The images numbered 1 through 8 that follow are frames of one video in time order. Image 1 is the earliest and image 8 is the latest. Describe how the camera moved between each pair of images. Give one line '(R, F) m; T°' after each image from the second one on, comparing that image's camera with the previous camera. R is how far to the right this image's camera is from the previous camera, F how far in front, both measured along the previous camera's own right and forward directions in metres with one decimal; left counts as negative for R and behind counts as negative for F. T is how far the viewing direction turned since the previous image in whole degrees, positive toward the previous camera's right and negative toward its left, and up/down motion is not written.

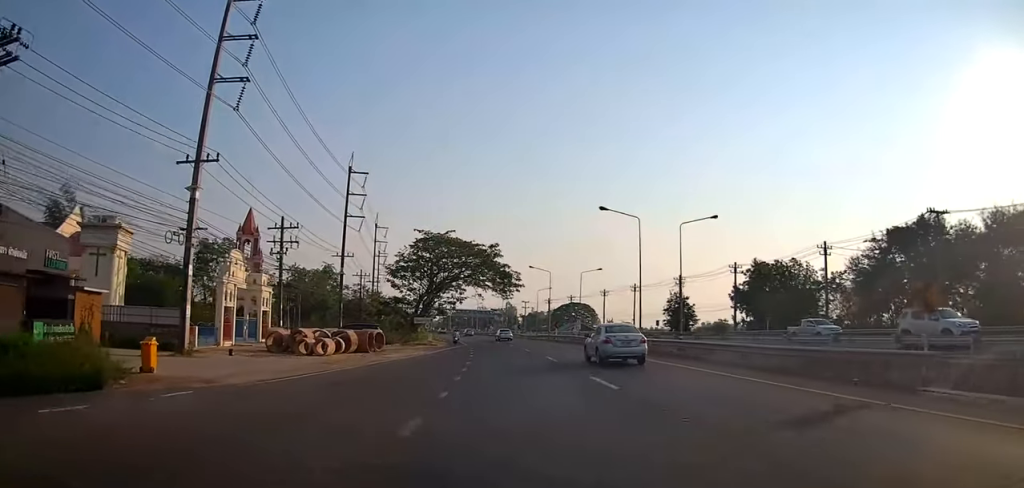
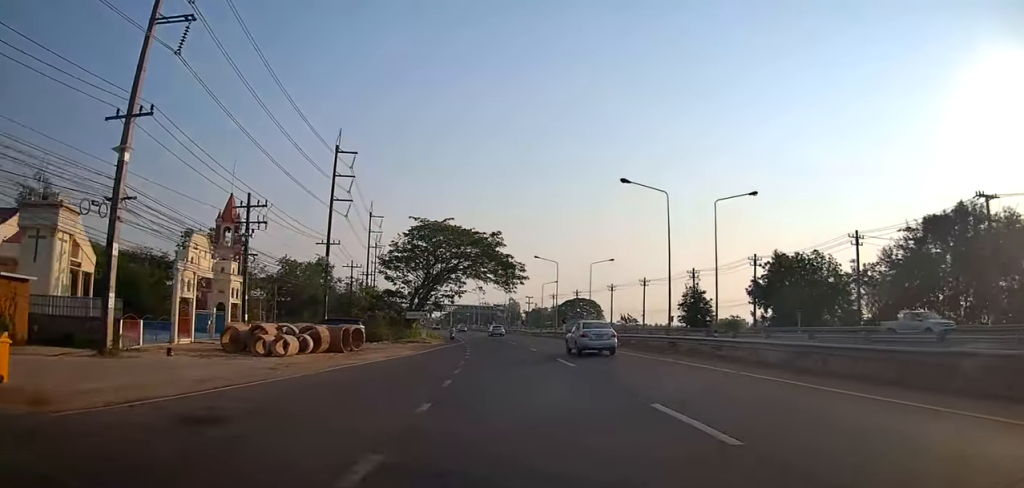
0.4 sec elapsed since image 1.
(-0.2, +6.4) m; -1°
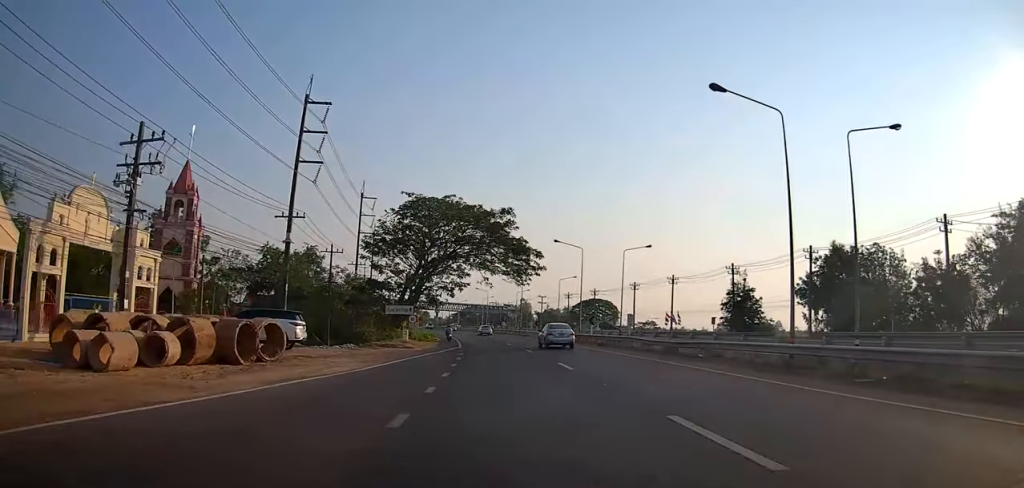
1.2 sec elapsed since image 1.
(-0.4, +13.3) m; -2°
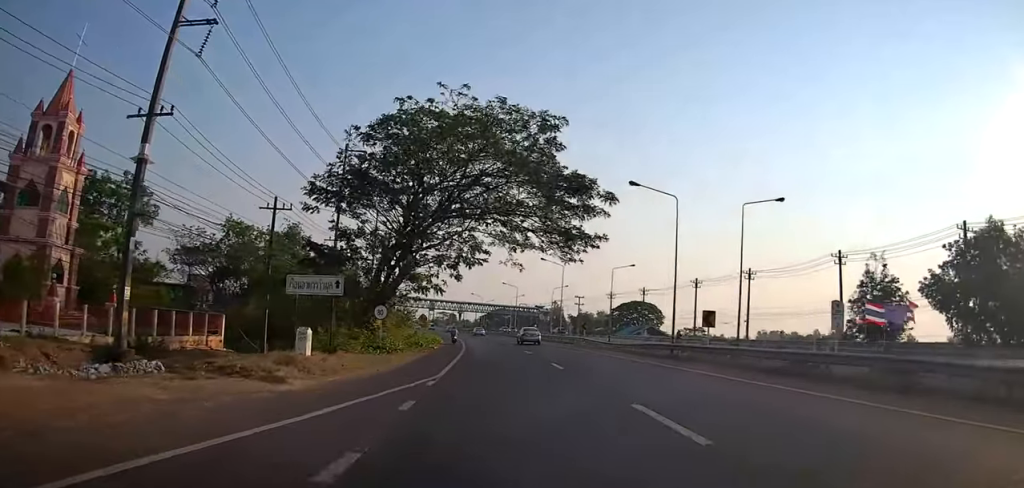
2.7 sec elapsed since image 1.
(-0.4, +22.7) m; -2°
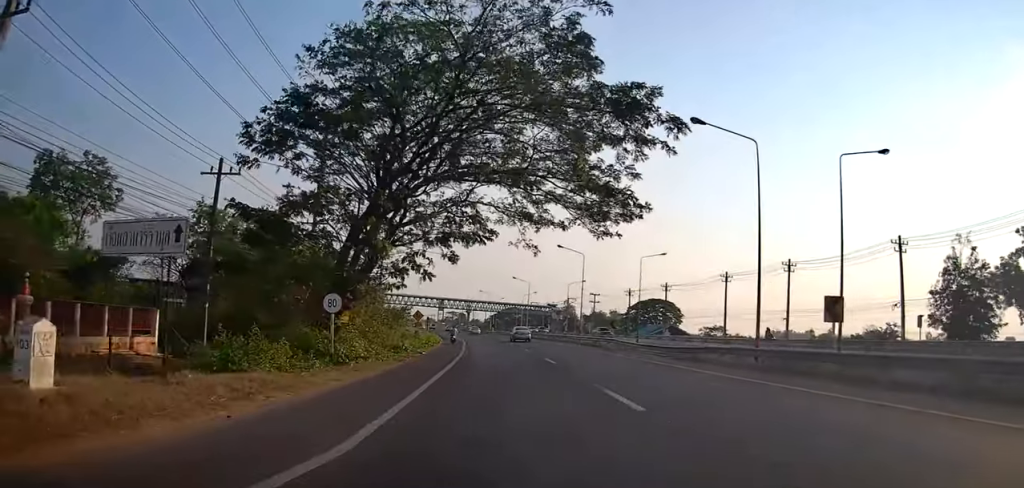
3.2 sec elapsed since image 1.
(-0.1, +9.7) m; -1°
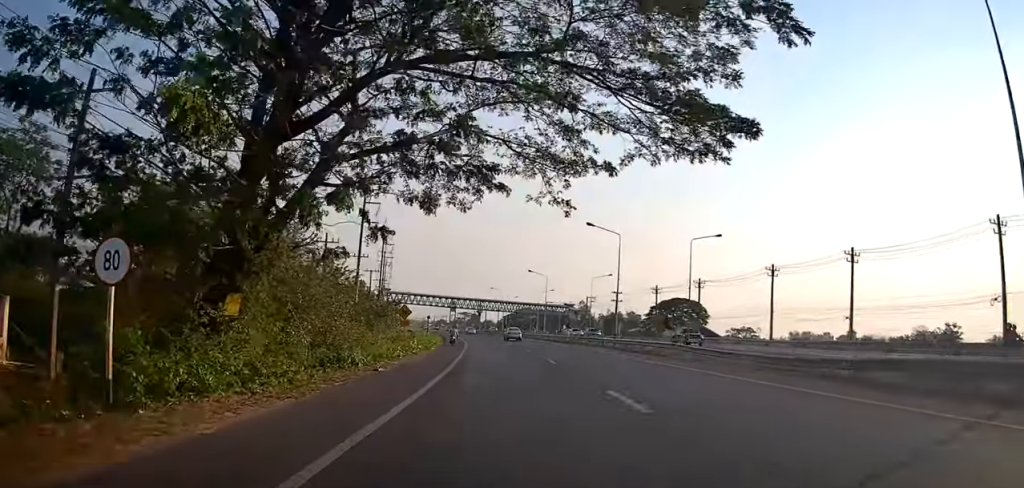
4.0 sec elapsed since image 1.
(+0.1, +12.4) m; -2°
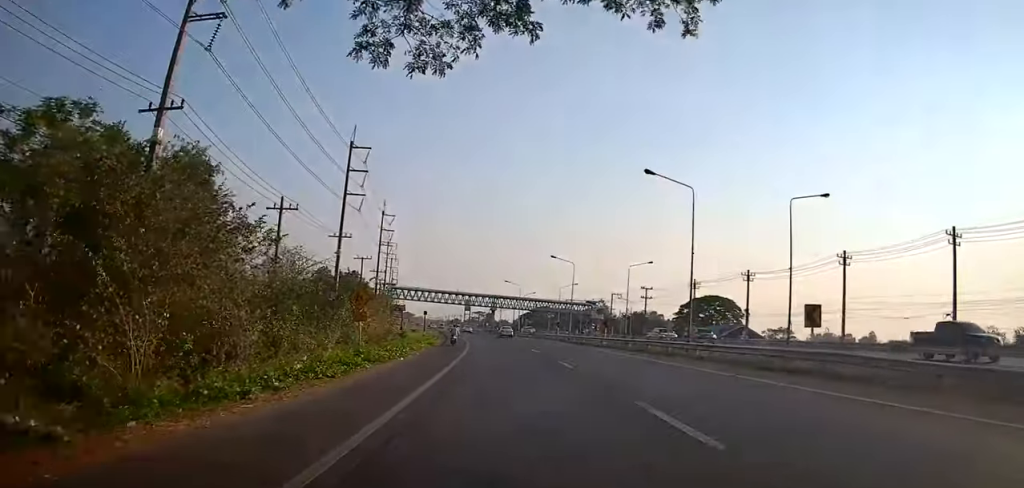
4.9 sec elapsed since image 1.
(-0.7, +14.9) m; -1°
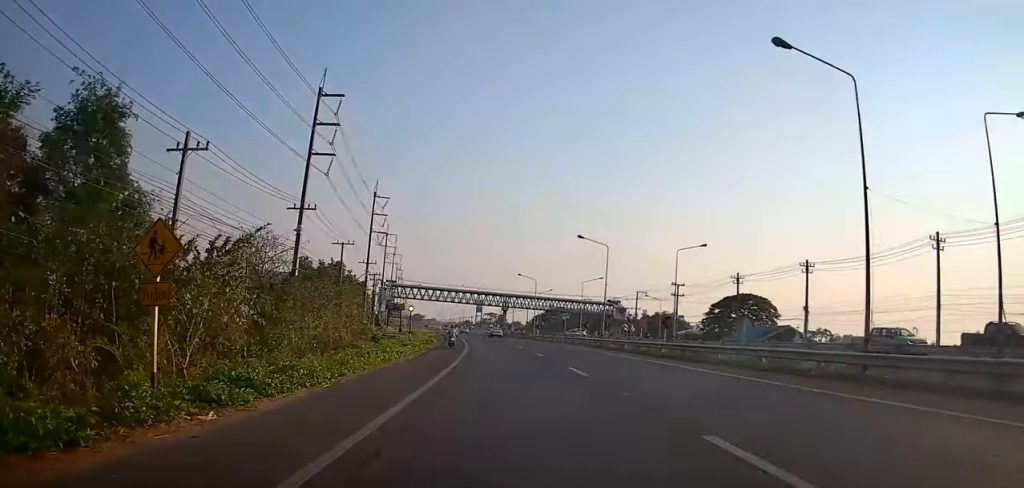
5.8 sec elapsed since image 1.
(+0.3, +14.8) m; -1°
